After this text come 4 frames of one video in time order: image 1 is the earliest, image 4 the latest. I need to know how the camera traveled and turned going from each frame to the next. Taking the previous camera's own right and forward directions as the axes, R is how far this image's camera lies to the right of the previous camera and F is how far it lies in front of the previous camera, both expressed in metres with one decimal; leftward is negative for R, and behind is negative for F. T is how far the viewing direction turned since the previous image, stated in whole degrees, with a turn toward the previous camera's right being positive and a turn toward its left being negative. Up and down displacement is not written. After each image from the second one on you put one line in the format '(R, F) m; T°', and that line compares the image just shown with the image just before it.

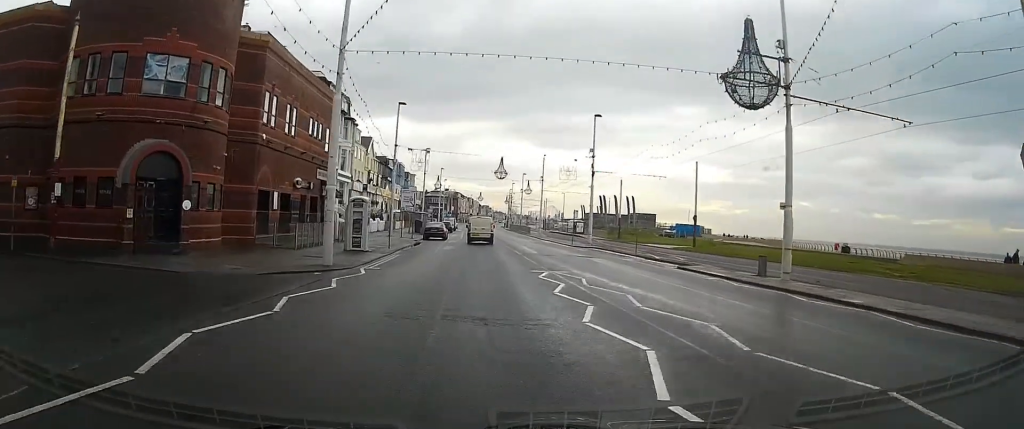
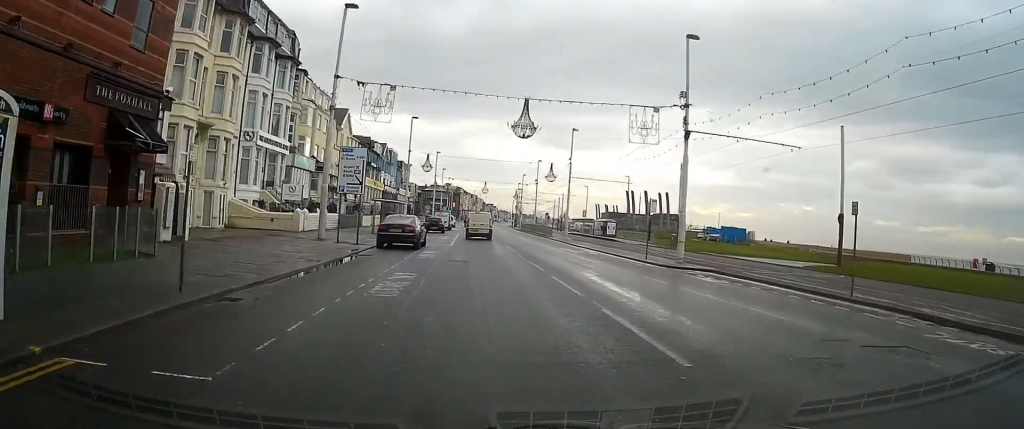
(+0.3, +24.2) m; +1°
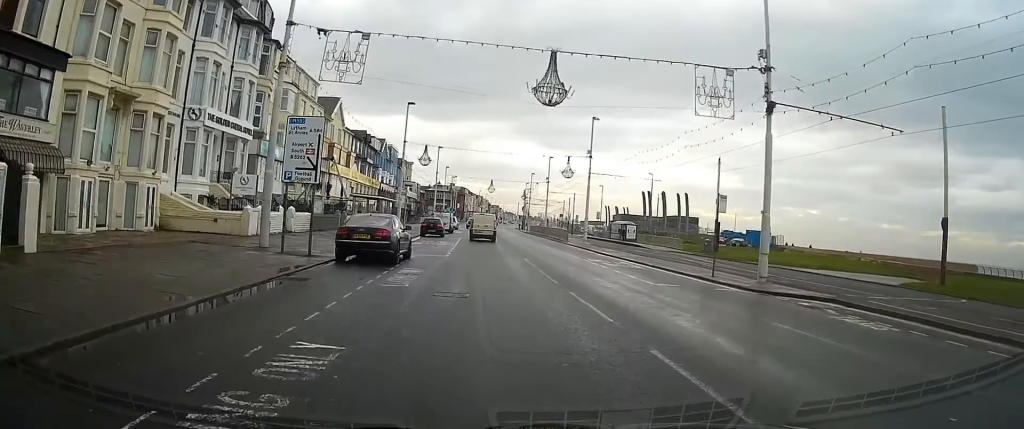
(0.0, +8.7) m; -1°
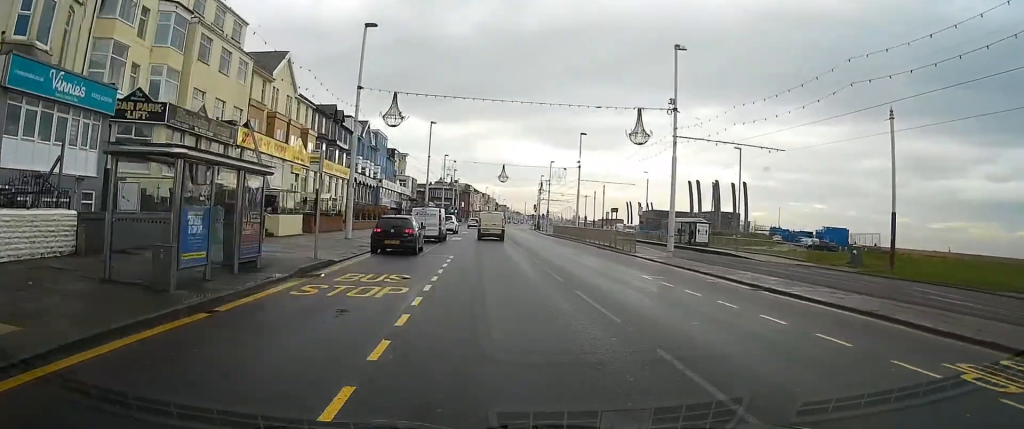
(-0.2, +23.6) m; 0°
